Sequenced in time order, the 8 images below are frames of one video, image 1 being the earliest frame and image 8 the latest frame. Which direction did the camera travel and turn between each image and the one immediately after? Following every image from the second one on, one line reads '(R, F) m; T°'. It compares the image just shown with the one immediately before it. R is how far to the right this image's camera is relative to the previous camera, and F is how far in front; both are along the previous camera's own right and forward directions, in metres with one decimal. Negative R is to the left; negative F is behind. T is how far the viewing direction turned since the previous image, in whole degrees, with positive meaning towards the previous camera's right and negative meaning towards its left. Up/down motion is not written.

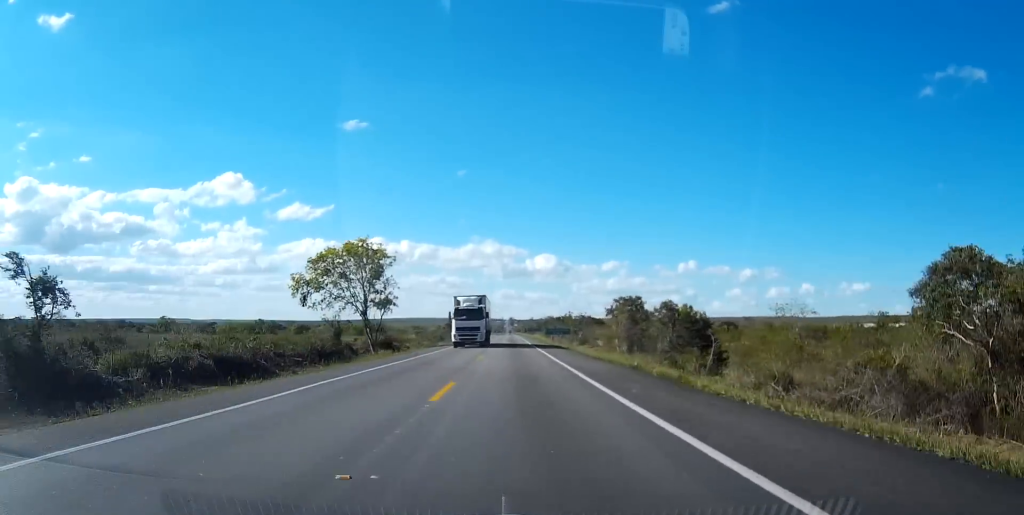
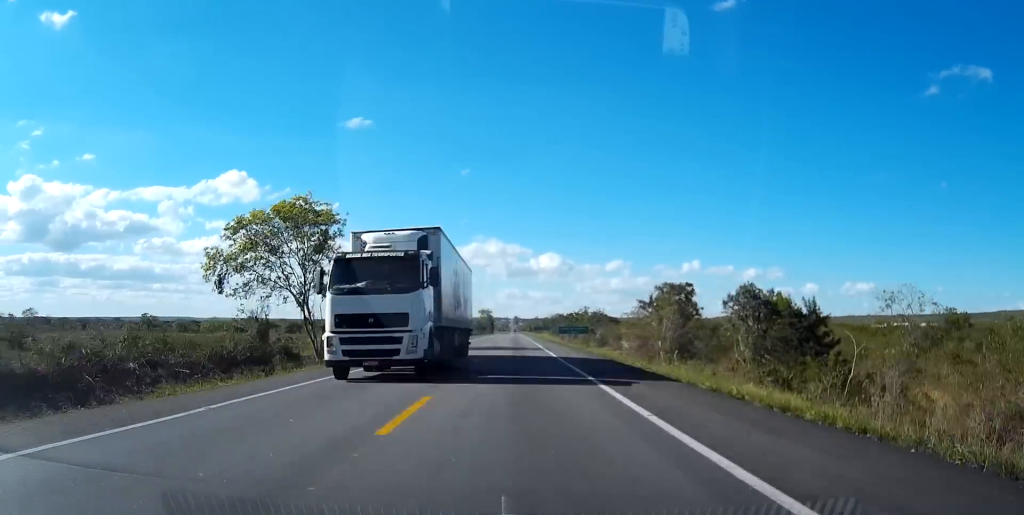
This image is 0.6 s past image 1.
(0.0, +23.7) m; 0°
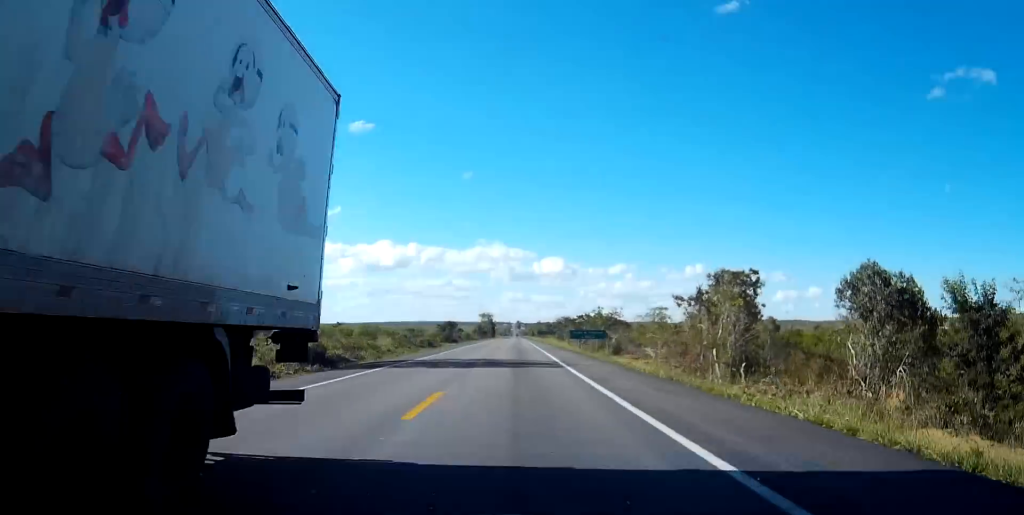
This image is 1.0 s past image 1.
(0.0, +17.1) m; 0°
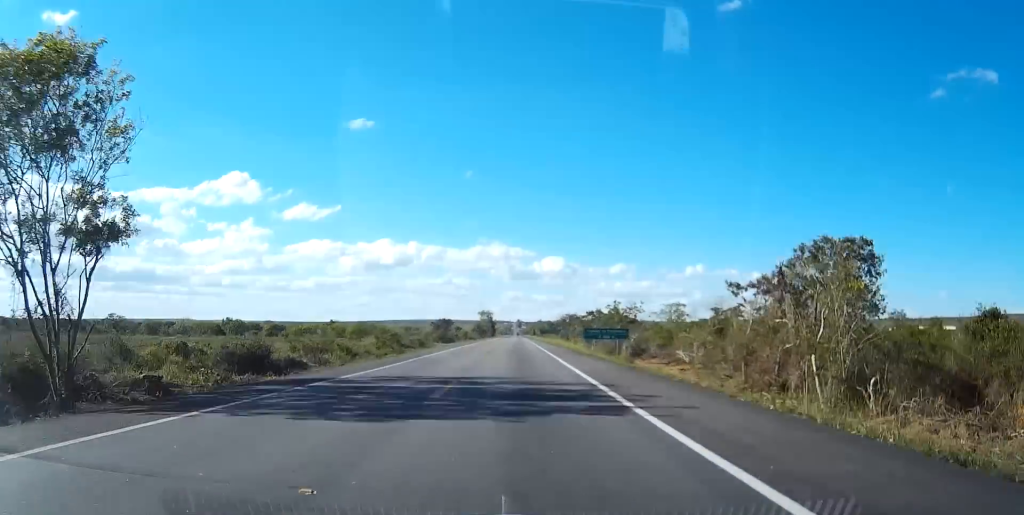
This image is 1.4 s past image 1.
(-0.1, +15.9) m; 0°
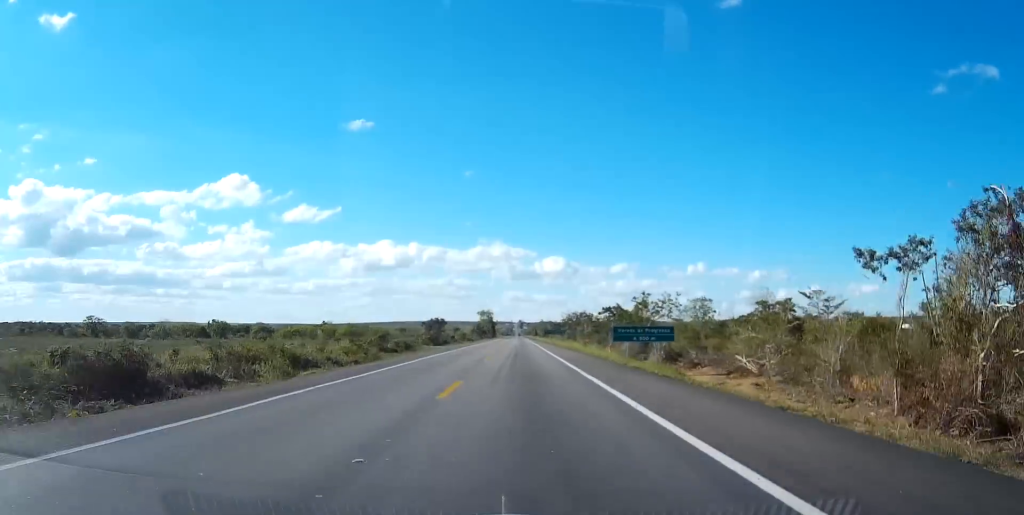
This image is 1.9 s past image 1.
(-0.1, +18.6) m; 0°
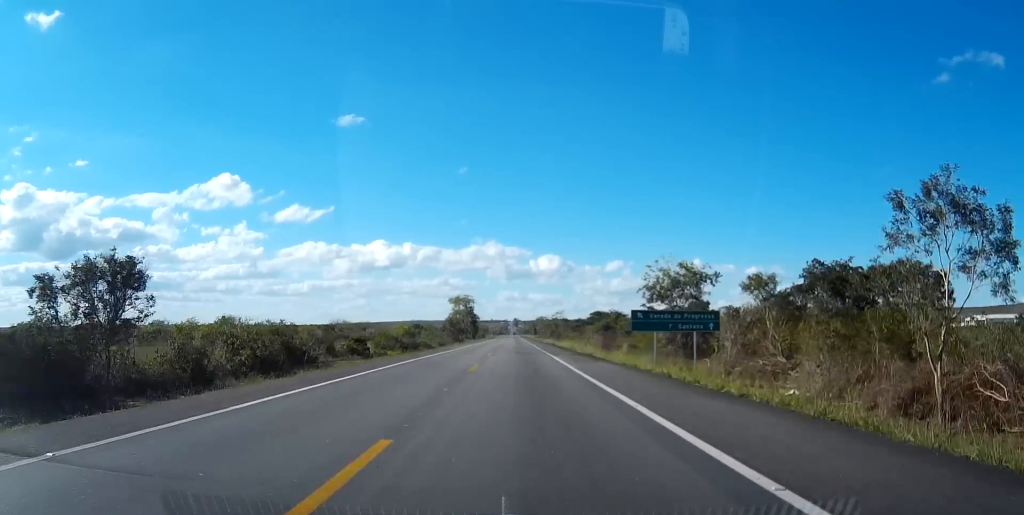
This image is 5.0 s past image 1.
(+0.8, +124.0) m; +1°
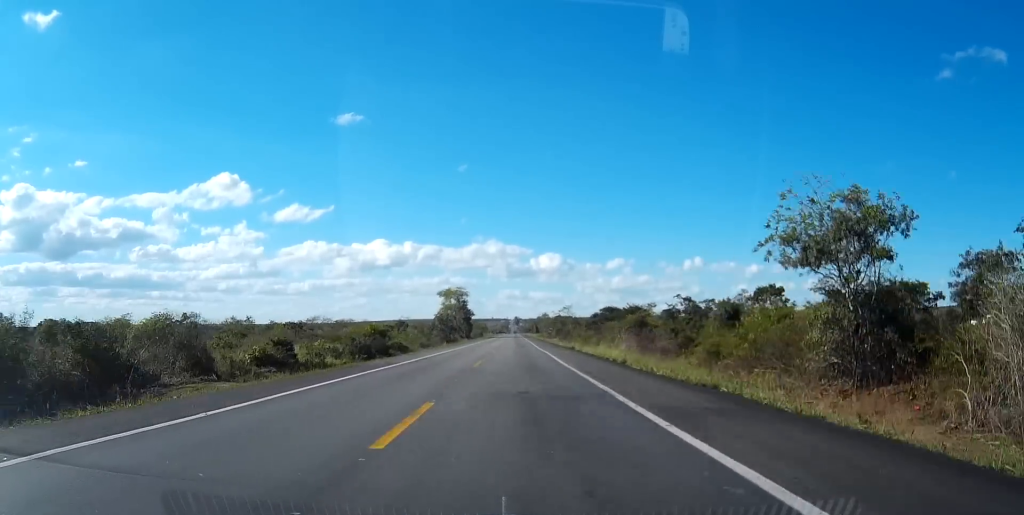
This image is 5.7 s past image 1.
(-0.1, +31.2) m; 0°
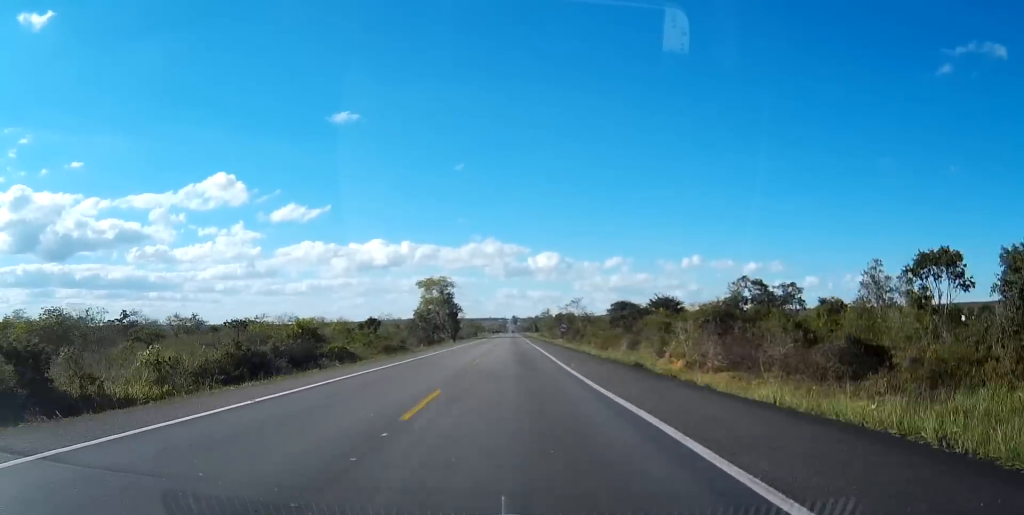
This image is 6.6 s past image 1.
(+0.1, +35.6) m; 0°
